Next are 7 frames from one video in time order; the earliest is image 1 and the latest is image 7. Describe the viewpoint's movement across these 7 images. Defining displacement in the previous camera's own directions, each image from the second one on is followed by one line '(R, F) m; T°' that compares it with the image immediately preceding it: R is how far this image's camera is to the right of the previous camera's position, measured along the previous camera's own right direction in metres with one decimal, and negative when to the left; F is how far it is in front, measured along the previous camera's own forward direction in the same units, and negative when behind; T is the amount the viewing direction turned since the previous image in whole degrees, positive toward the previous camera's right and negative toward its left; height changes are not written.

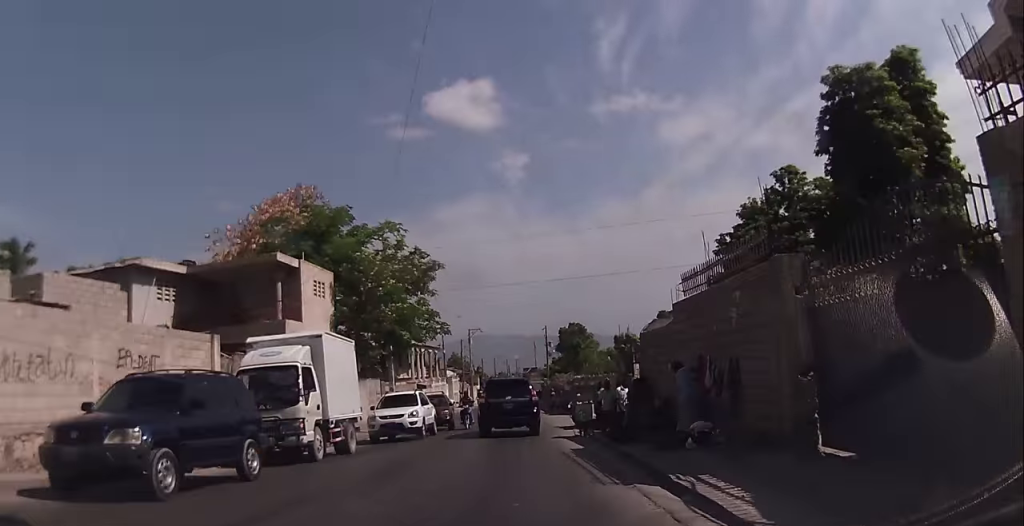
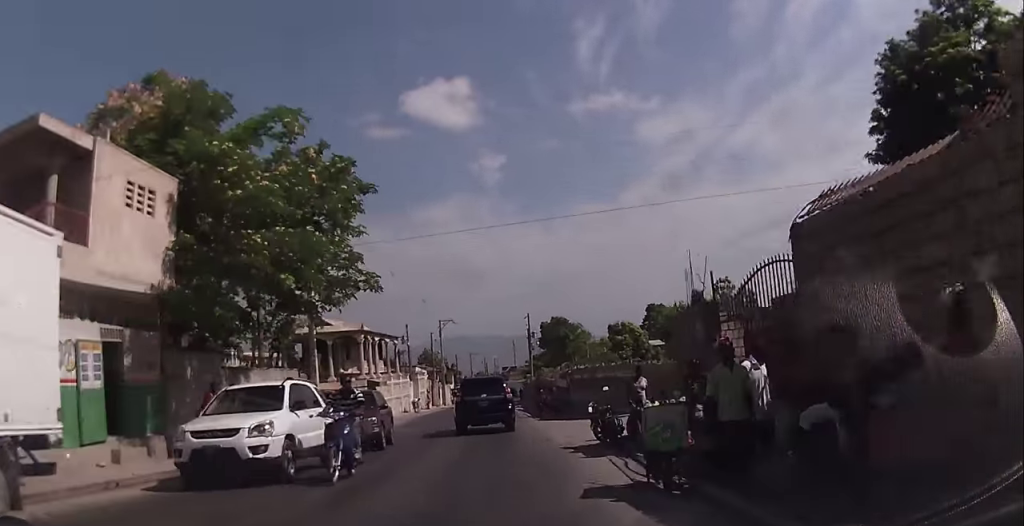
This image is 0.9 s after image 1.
(+0.8, +12.2) m; +2°
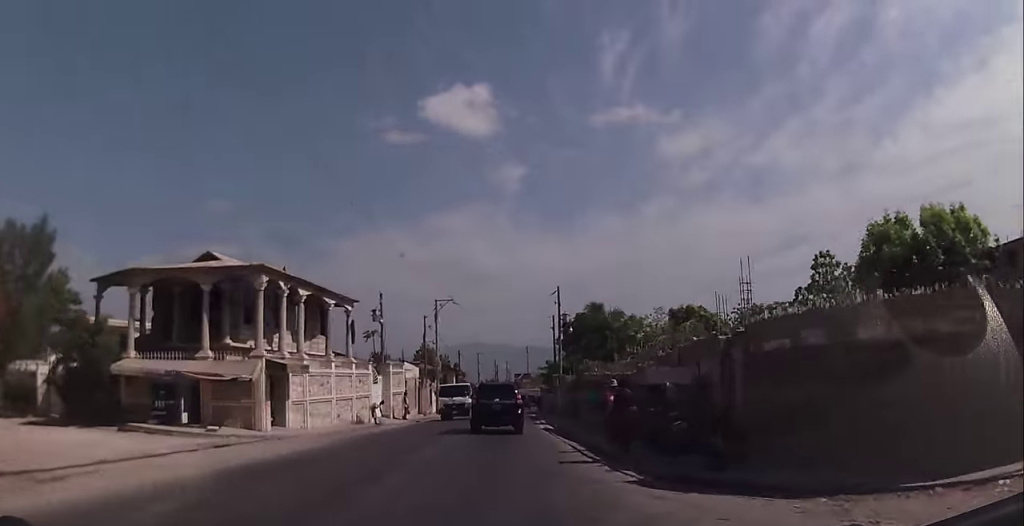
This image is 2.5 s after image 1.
(-0.2, +21.4) m; +2°
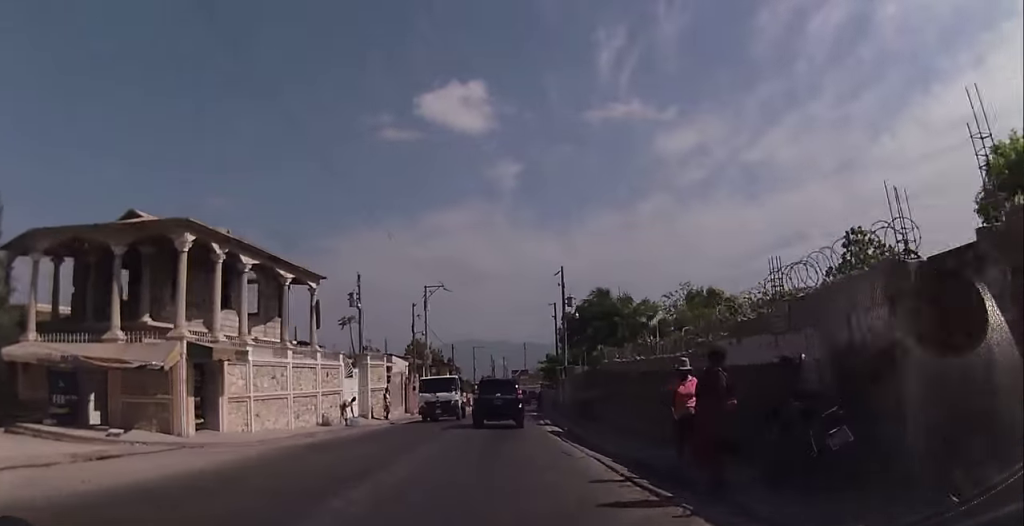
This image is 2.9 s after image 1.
(0.0, +6.0) m; +2°
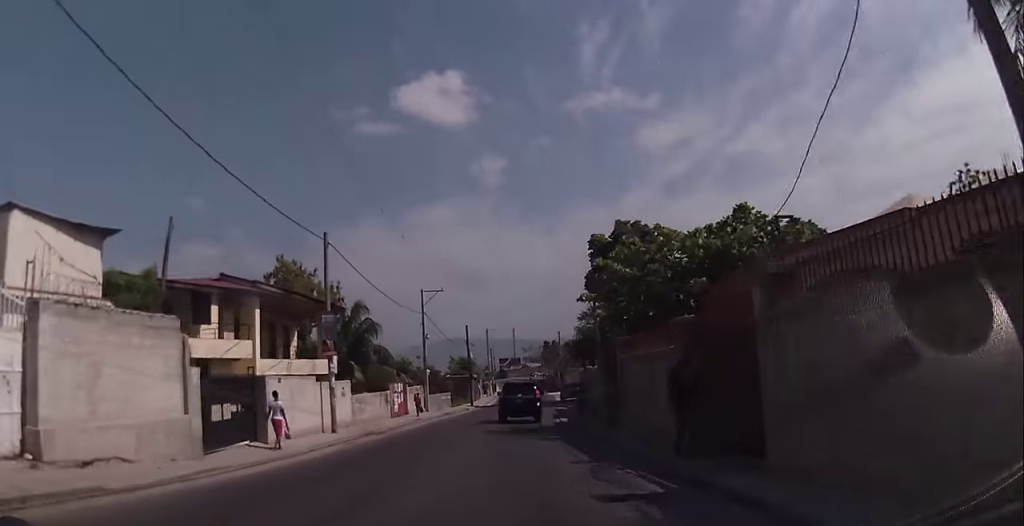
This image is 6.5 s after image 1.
(-1.2, +52.3) m; 0°
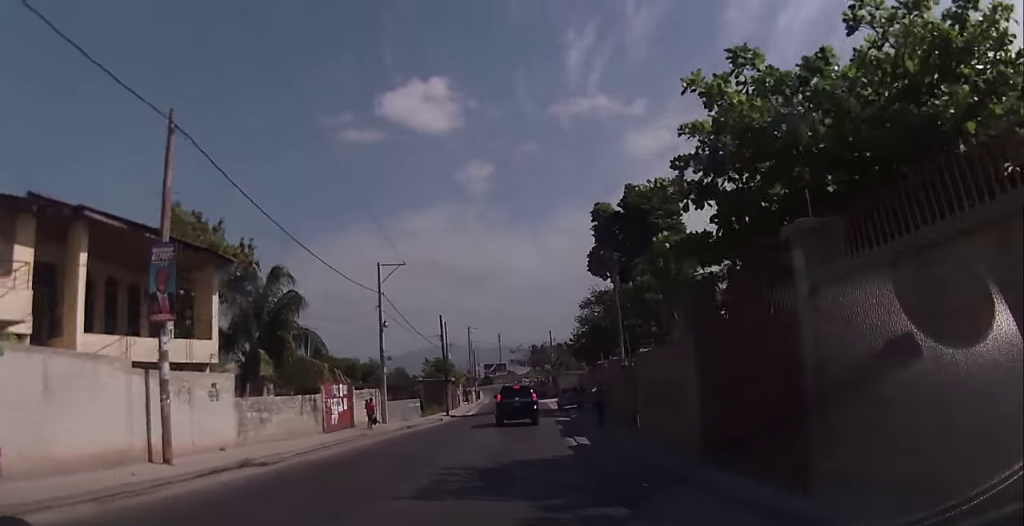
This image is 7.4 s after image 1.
(0.0, +12.4) m; 0°
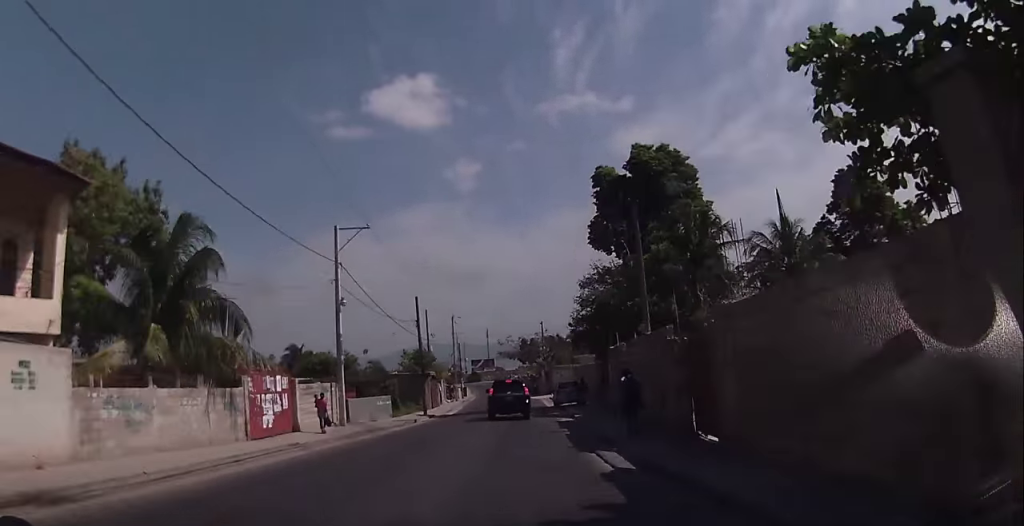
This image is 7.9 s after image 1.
(-0.2, +7.5) m; 0°
